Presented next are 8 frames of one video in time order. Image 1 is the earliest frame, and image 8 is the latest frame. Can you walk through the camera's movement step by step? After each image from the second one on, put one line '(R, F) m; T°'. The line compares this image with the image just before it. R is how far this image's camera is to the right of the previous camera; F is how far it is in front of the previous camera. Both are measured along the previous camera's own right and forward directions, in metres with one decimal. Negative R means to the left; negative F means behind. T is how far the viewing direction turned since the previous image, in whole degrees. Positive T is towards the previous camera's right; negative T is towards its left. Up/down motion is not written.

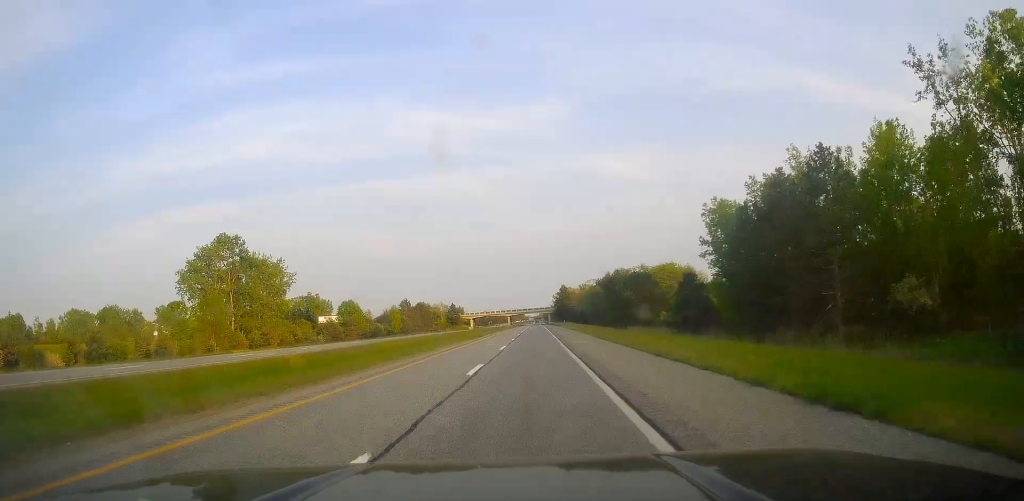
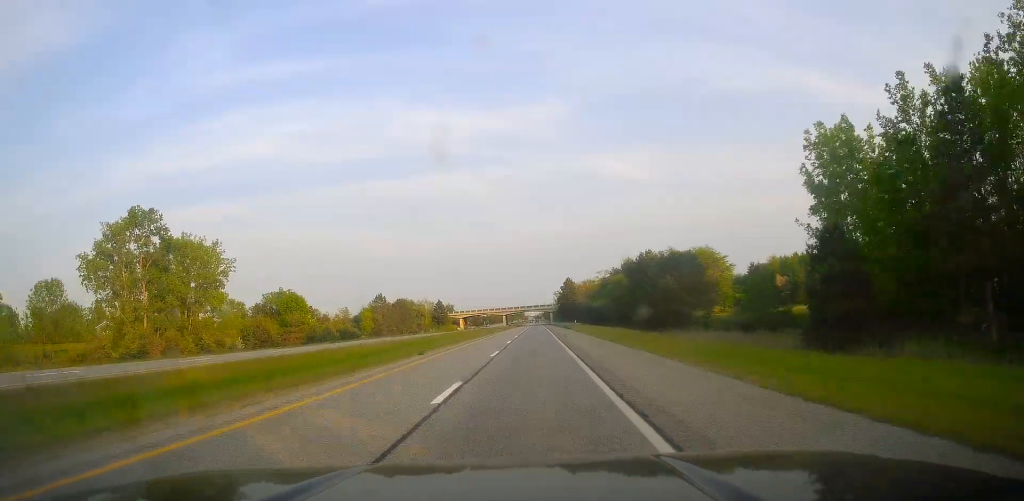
(-0.1, +37.1) m; -1°
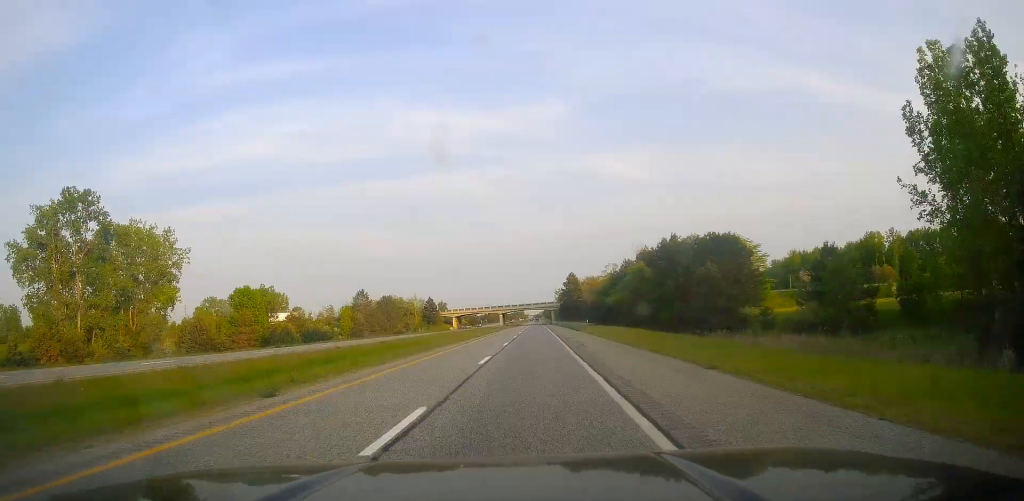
(-0.1, +20.3) m; 0°
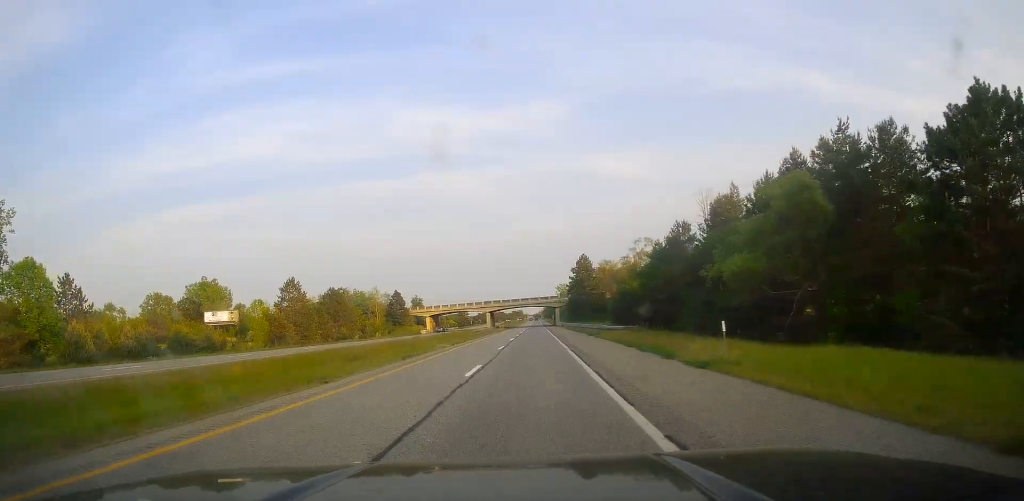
(+0.2, +50.3) m; +1°
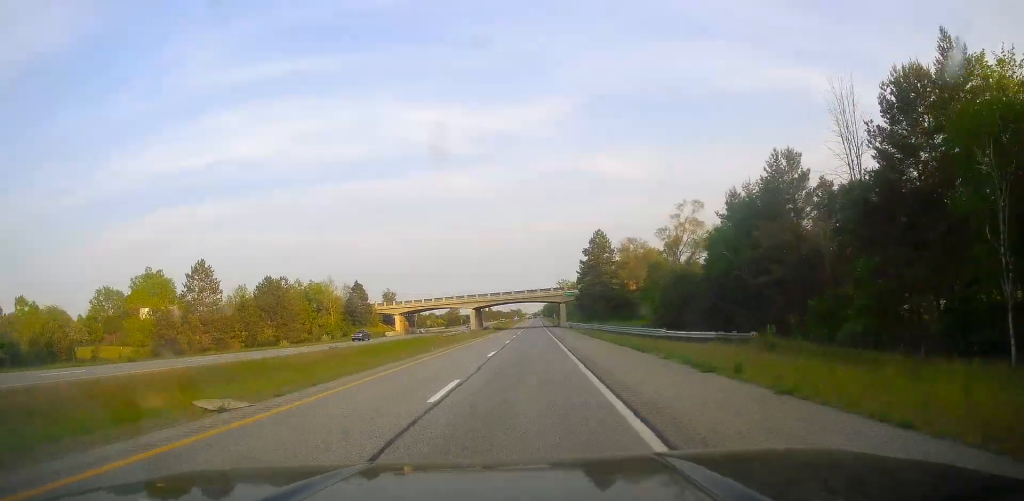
(+0.1, +35.9) m; 0°
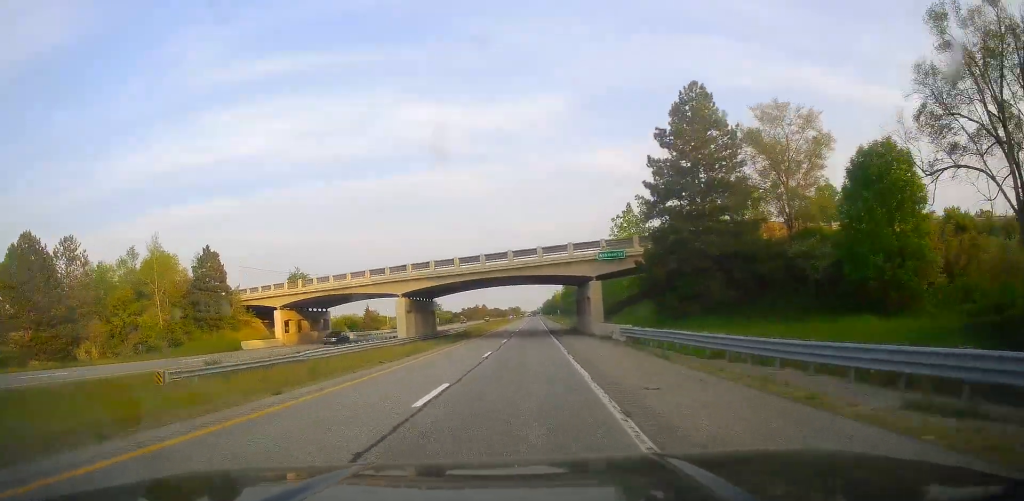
(+0.2, +62.4) m; 0°
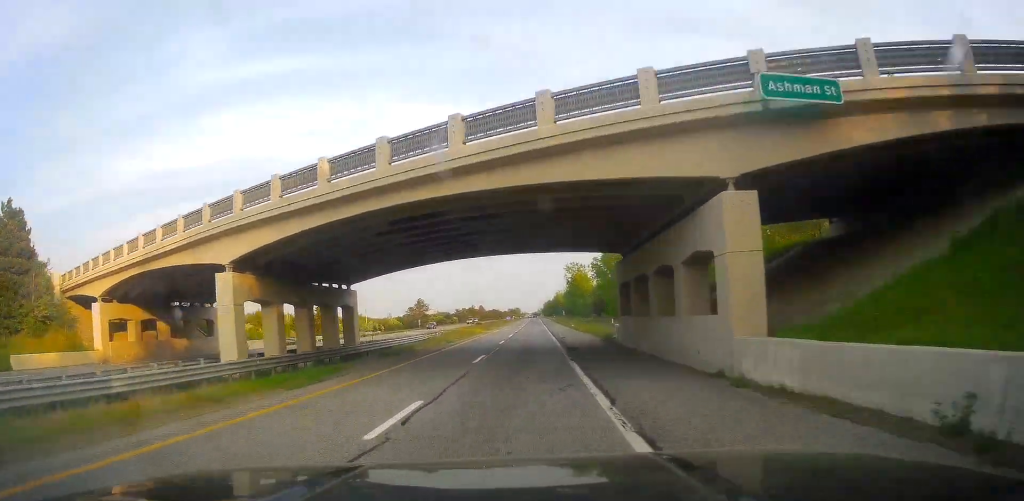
(-0.1, +33.6) m; 0°
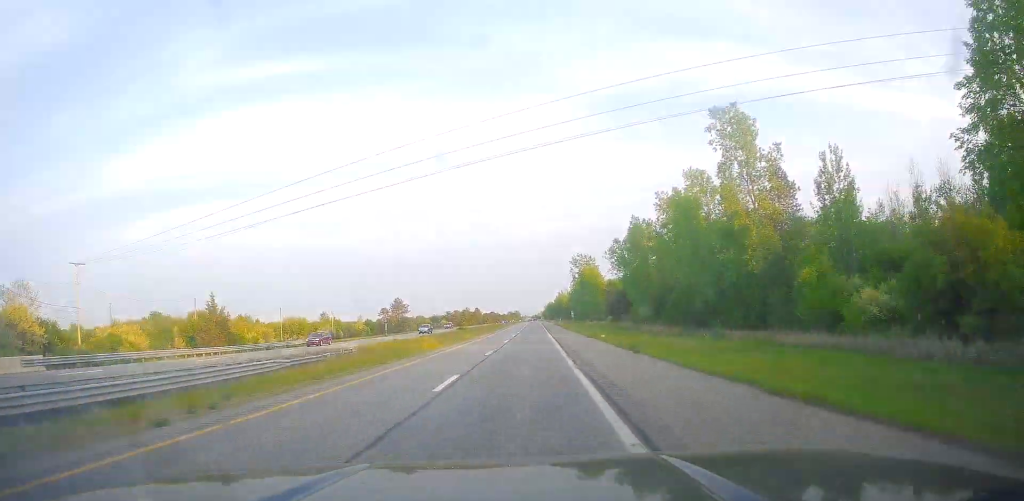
(-0.3, +39.5) m; 0°
